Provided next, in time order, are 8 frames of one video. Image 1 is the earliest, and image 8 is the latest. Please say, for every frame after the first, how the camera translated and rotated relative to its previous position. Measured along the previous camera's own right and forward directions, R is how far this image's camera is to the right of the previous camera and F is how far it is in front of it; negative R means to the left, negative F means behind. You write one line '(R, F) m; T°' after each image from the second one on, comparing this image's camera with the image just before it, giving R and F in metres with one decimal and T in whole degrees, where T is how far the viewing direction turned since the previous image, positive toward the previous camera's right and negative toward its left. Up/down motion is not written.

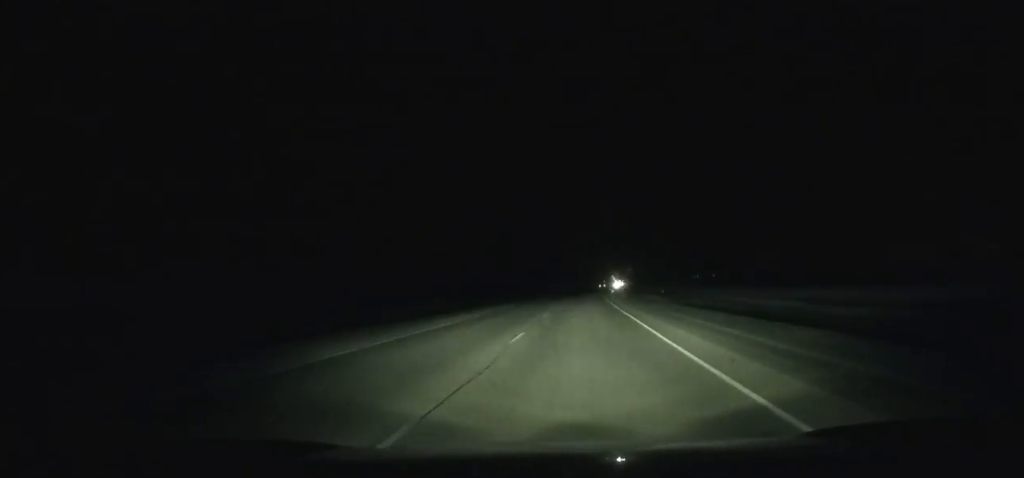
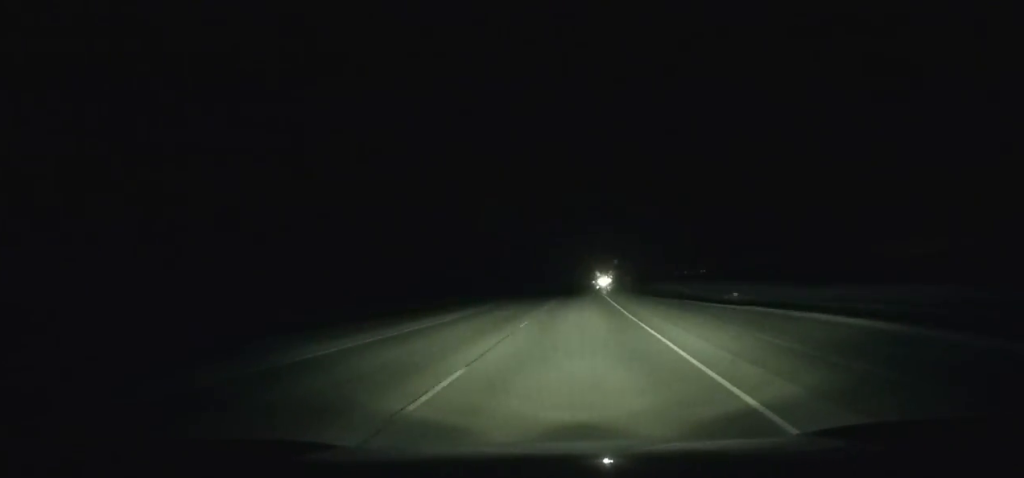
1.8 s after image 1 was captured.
(+0.6, +55.0) m; +1°
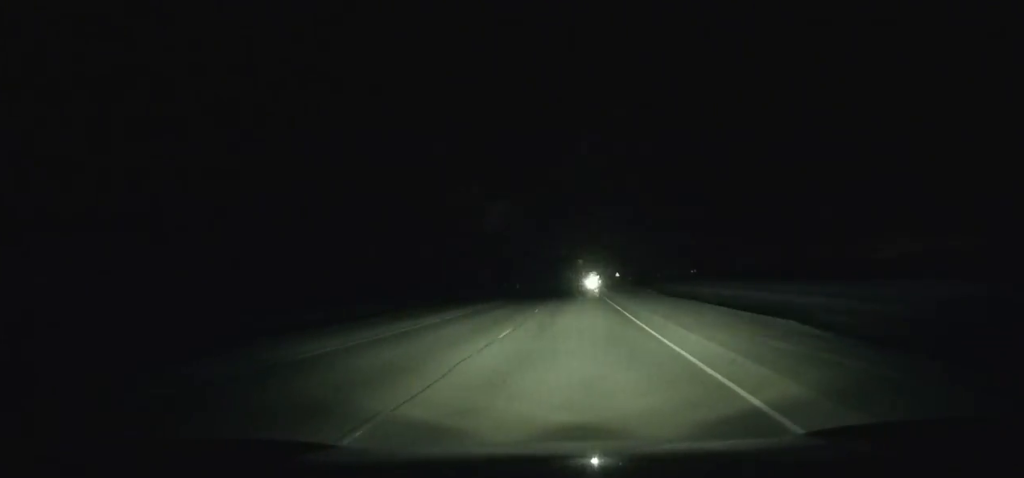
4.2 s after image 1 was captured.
(+0.6, +72.7) m; +1°
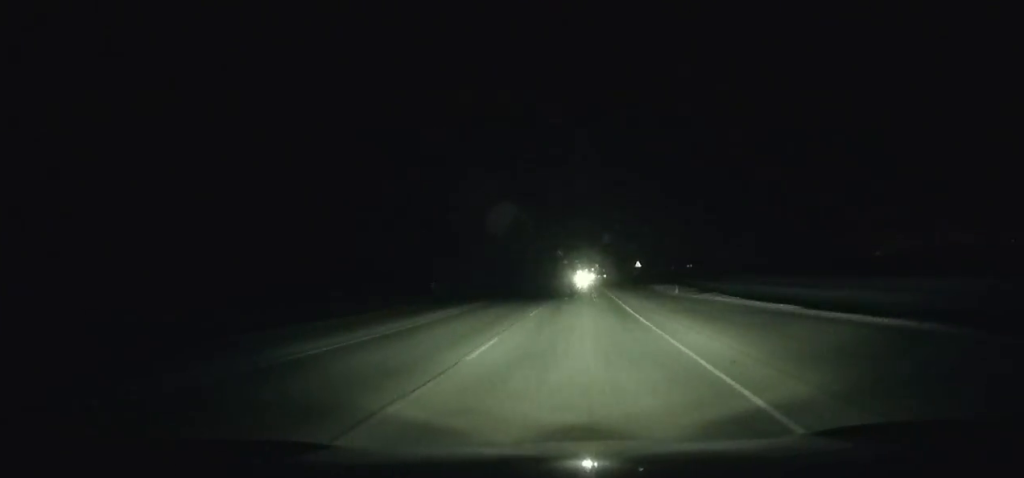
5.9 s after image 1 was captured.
(+0.5, +50.0) m; +1°
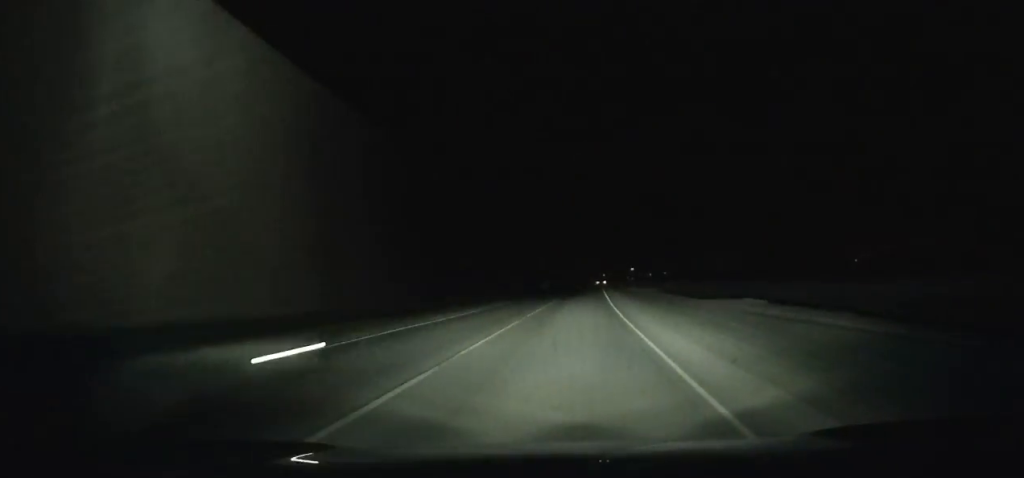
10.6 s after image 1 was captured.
(+4.0, +133.4) m; +4°
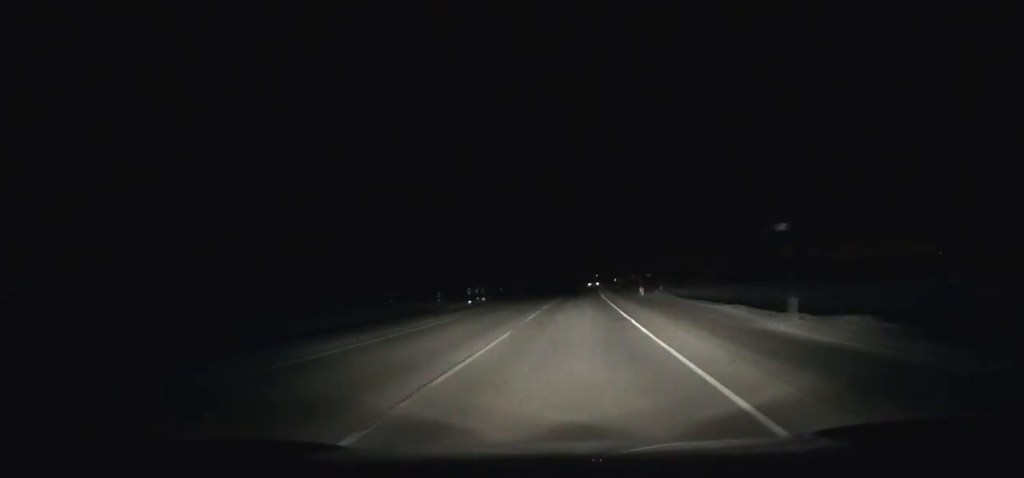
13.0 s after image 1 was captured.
(+0.9, +65.6) m; +2°
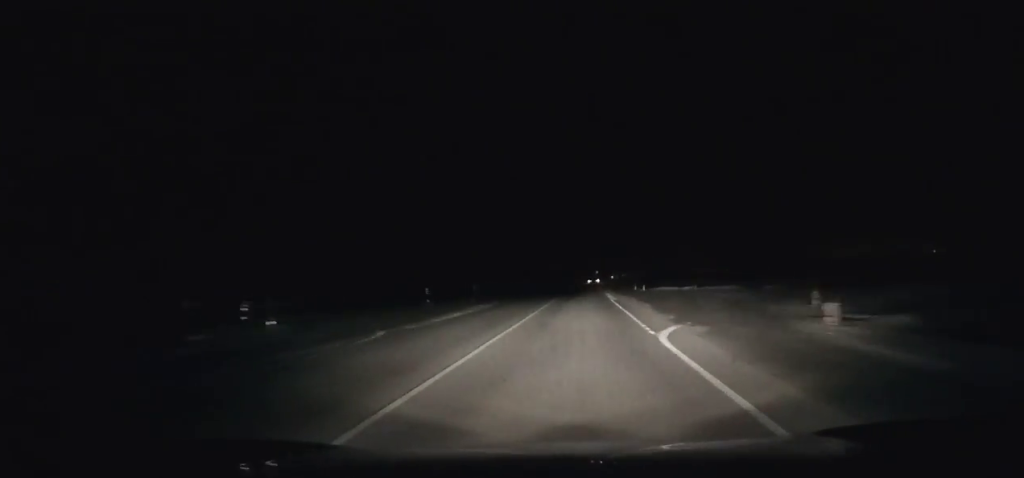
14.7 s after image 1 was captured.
(+0.7, +45.5) m; +1°
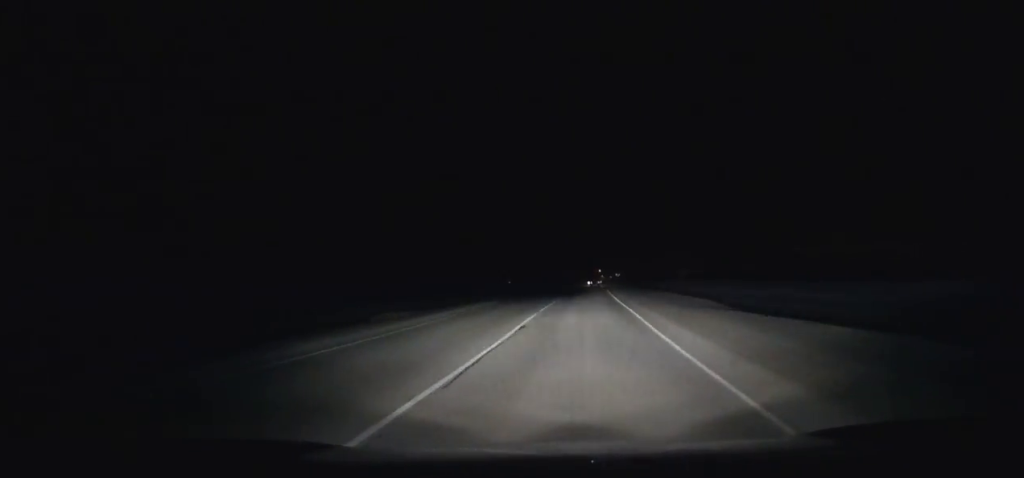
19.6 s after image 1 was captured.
(+2.6, +128.6) m; +2°
